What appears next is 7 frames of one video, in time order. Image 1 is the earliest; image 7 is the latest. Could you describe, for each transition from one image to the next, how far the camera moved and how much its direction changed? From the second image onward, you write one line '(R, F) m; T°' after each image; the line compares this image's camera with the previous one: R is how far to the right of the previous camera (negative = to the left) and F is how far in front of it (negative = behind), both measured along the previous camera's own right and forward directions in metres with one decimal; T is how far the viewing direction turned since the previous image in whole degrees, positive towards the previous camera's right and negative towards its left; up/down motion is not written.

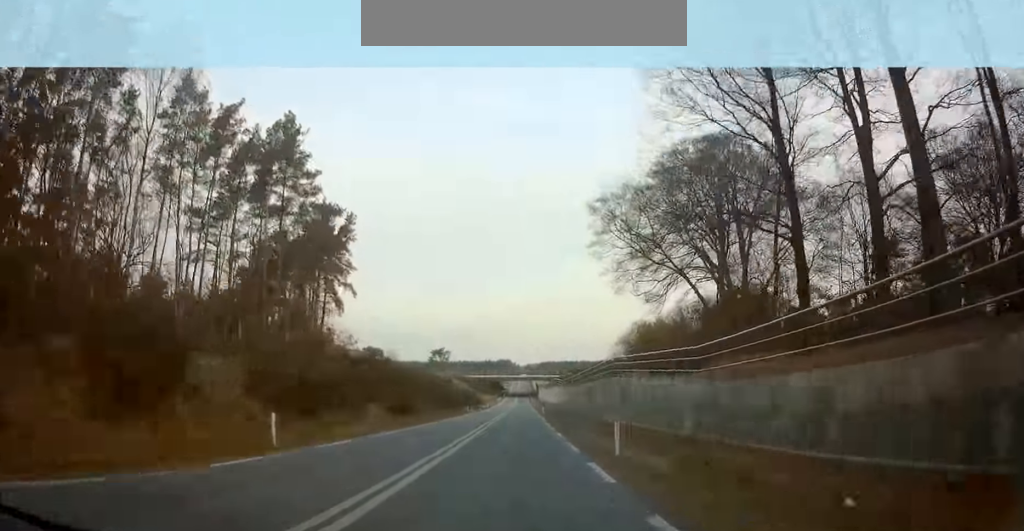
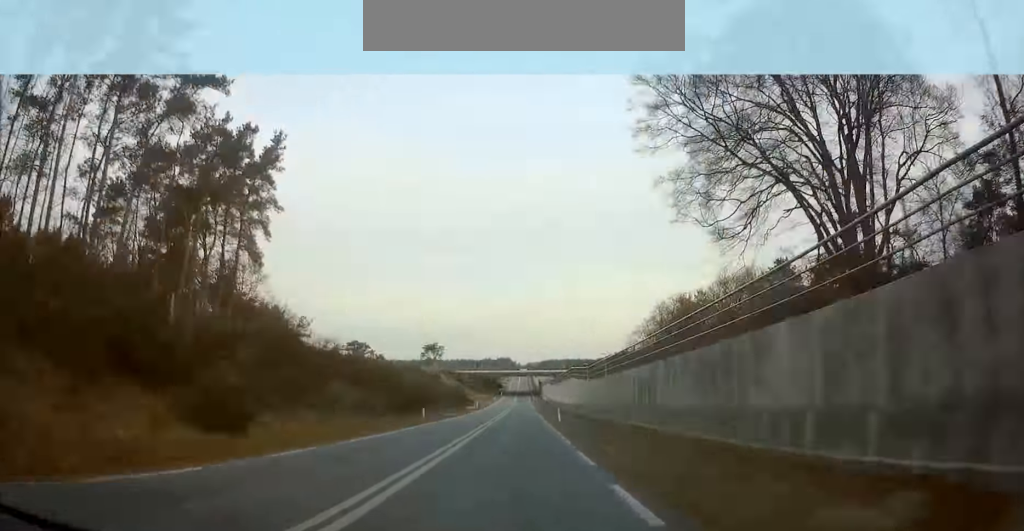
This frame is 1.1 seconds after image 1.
(0.0, +27.5) m; 0°
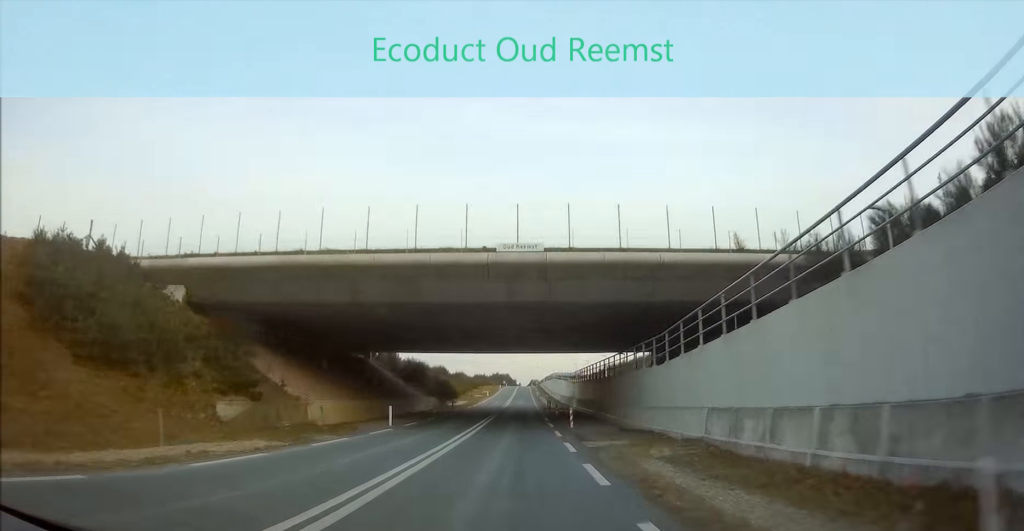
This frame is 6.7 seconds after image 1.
(+0.1, +134.6) m; -1°
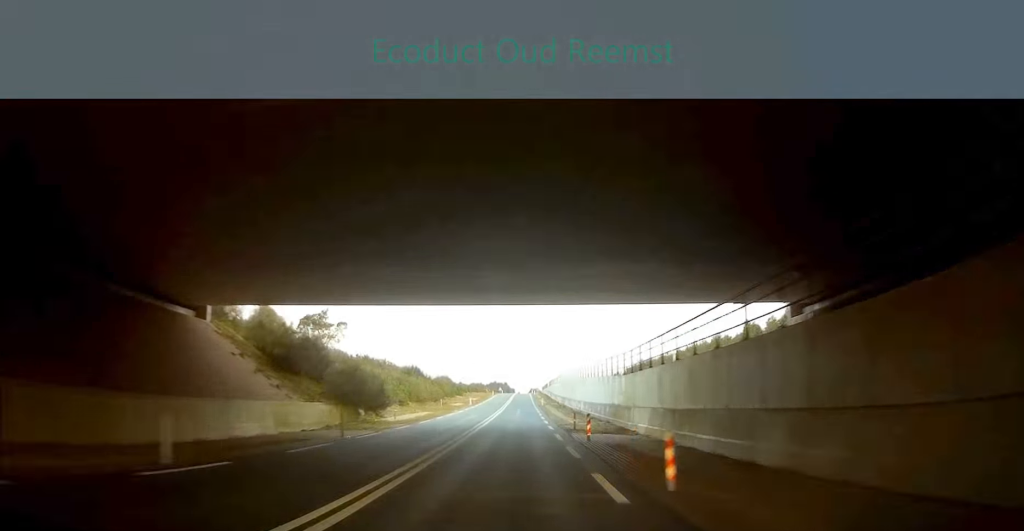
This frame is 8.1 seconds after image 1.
(-0.6, +31.2) m; 0°
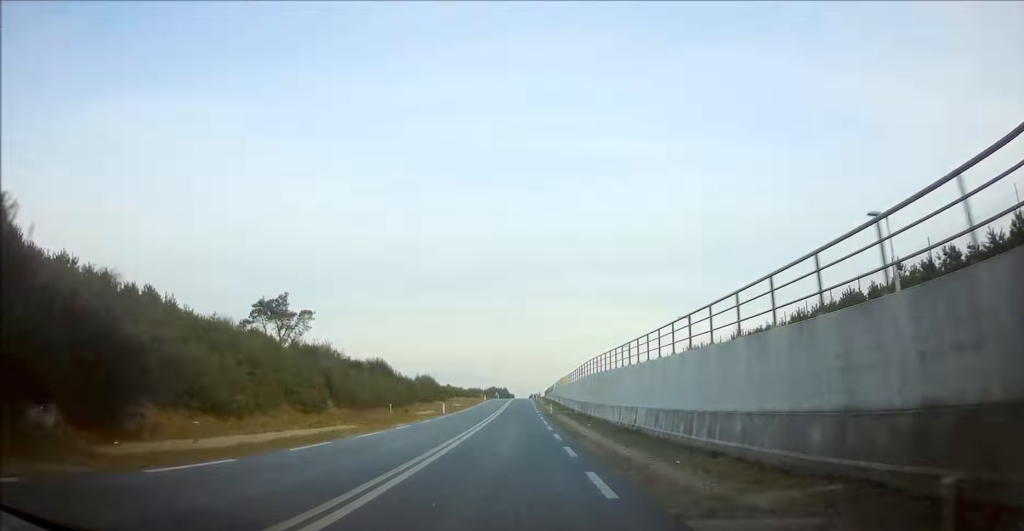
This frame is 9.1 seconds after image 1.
(0.0, +23.3) m; 0°
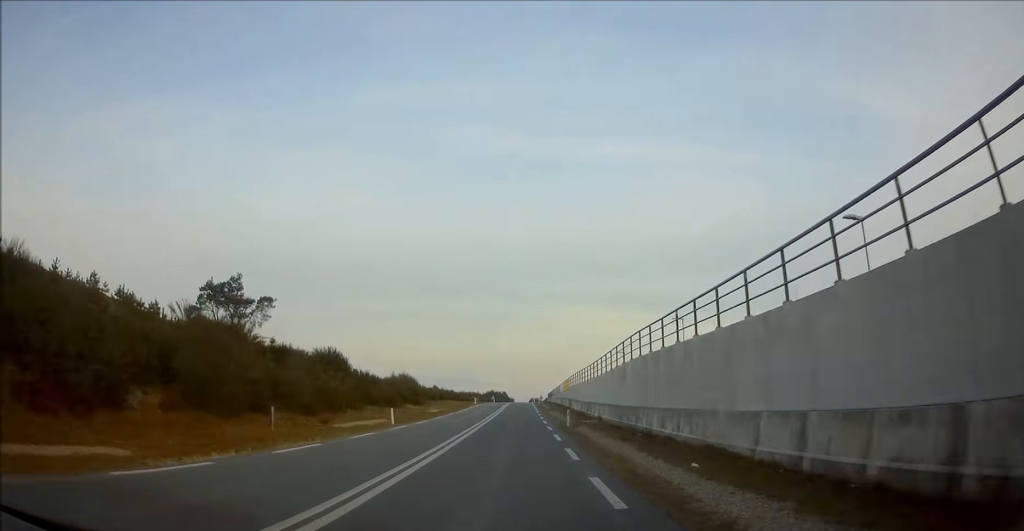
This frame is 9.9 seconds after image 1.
(+0.5, +18.4) m; 0°
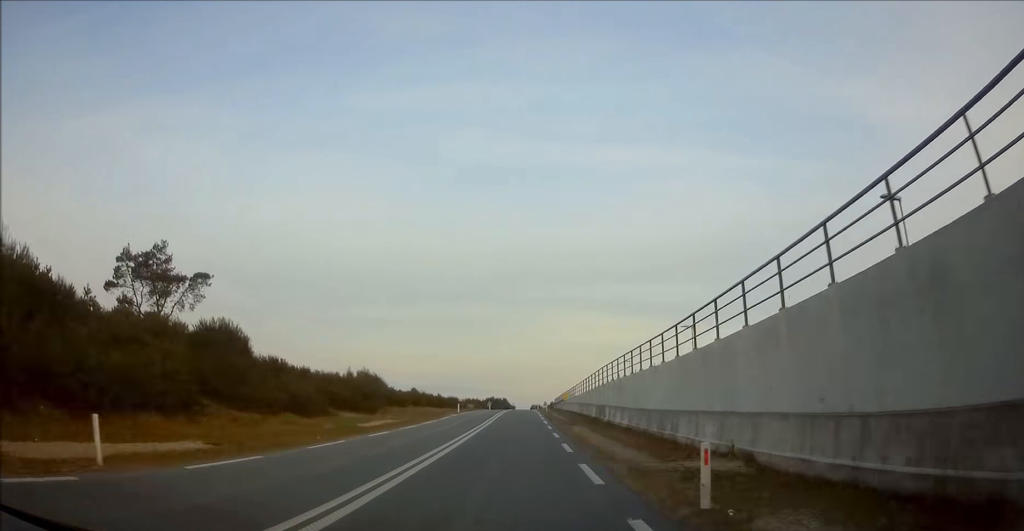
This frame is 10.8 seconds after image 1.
(+0.3, +21.5) m; 0°
